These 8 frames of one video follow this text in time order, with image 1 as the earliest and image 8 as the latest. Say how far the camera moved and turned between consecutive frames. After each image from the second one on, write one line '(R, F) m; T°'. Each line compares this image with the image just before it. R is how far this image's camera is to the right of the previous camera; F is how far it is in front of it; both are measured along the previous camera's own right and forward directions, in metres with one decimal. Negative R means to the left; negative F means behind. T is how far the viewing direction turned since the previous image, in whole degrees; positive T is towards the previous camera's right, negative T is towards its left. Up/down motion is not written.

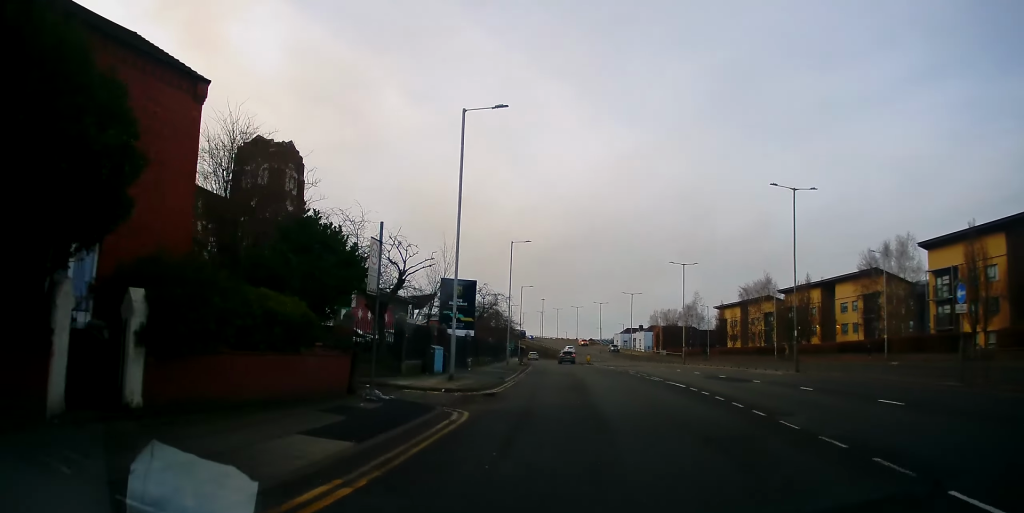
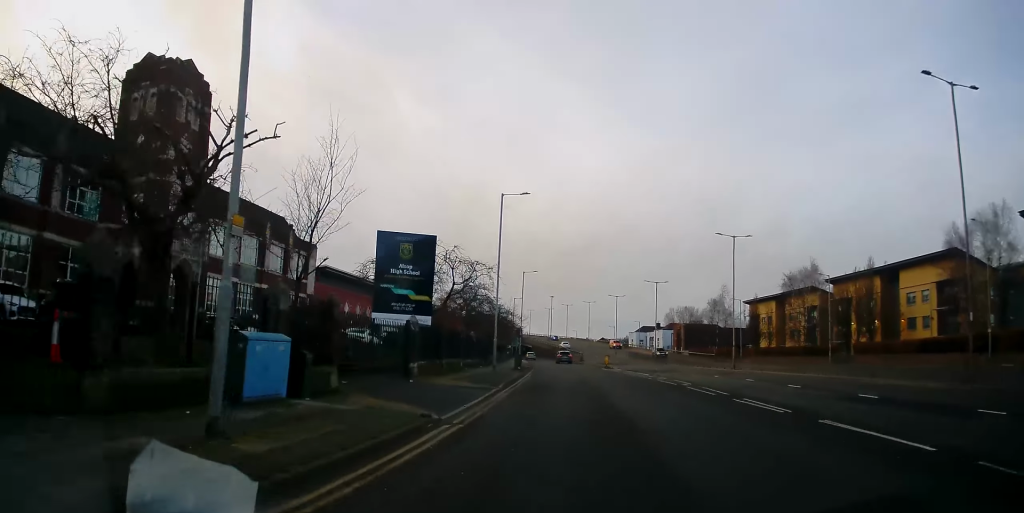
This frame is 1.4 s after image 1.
(-0.9, +15.0) m; -4°
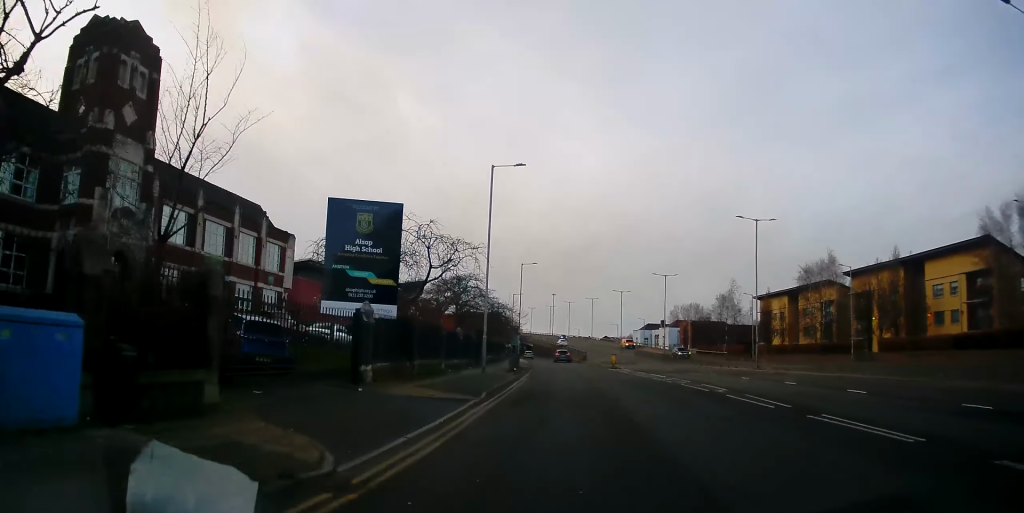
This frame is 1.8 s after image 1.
(0.0, +5.2) m; 0°
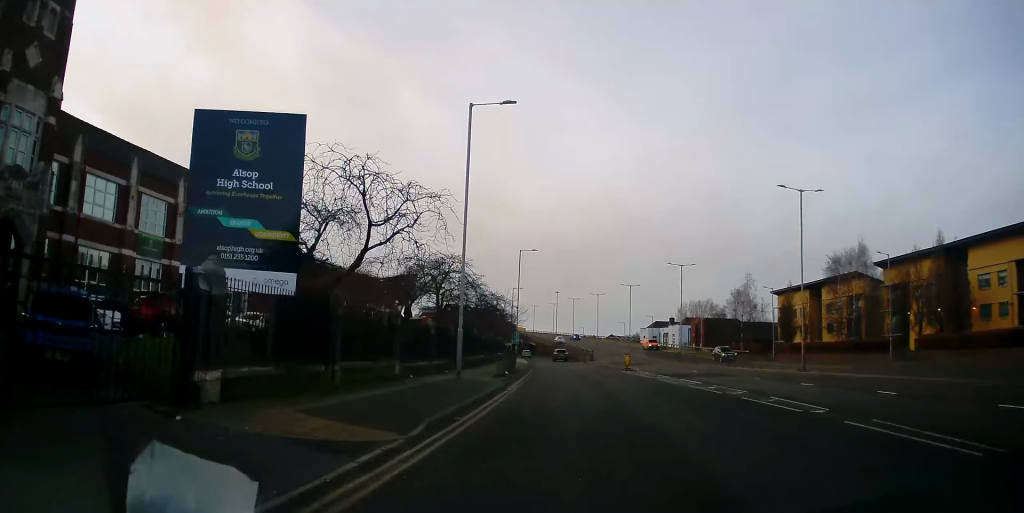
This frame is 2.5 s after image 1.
(+0.2, +7.6) m; +1°
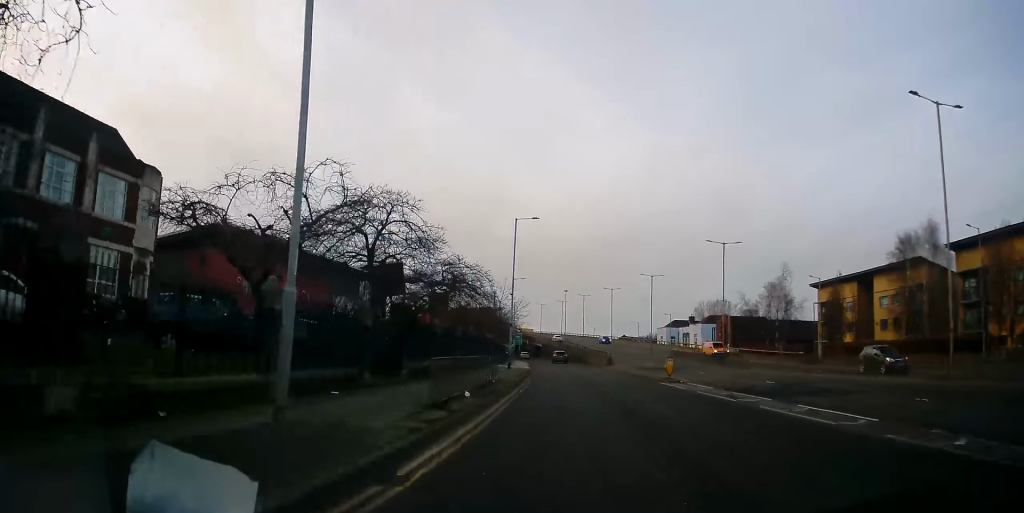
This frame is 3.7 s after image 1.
(0.0, +13.5) m; 0°
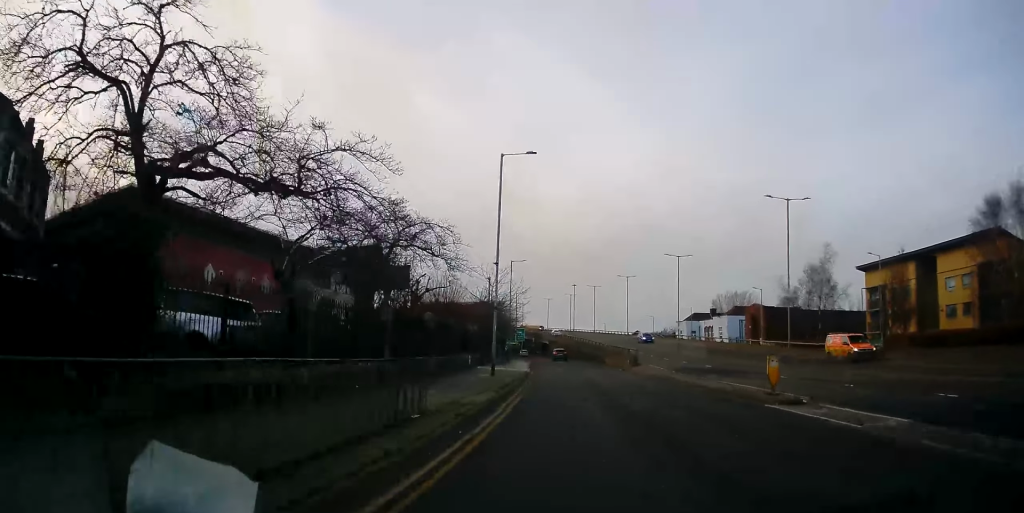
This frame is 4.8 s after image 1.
(-0.1, +13.1) m; -1°
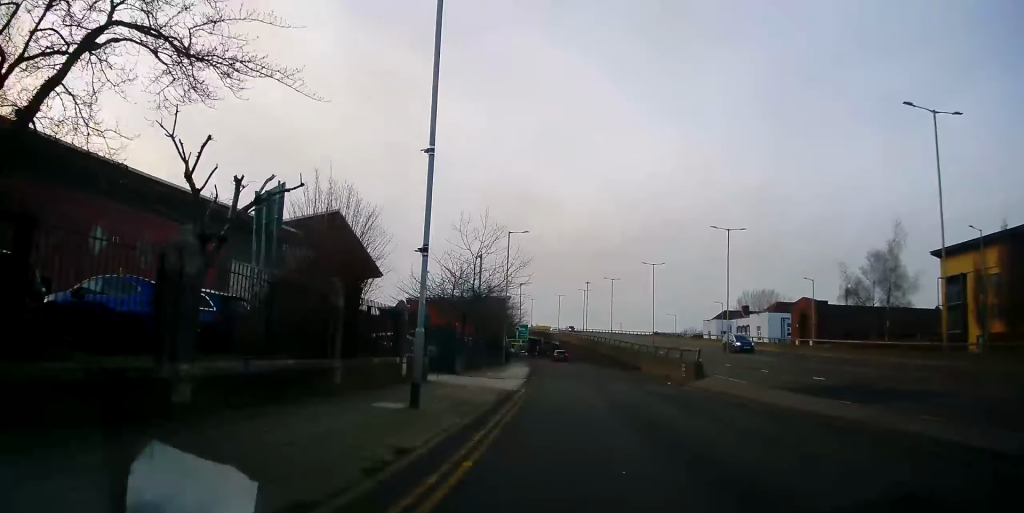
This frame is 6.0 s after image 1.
(-0.4, +15.1) m; -2°
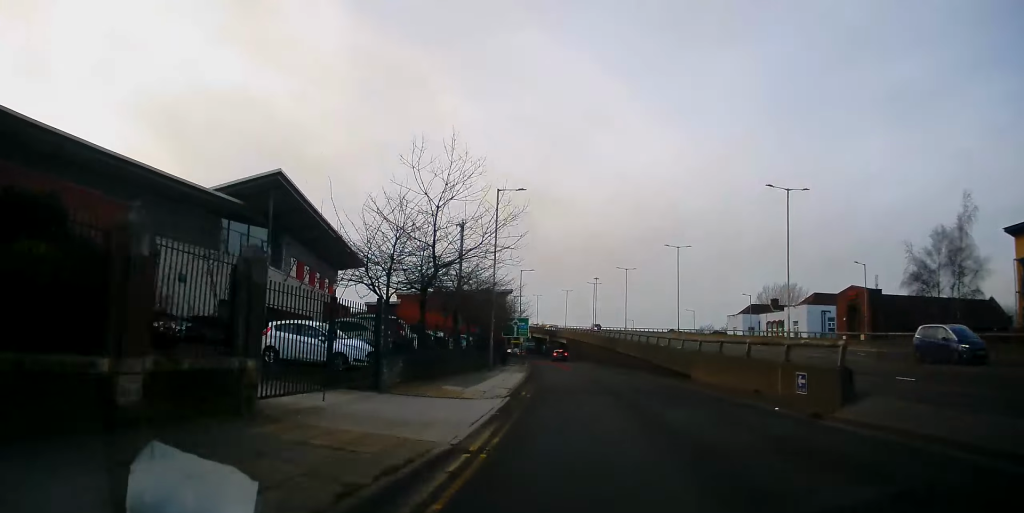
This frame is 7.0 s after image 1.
(-0.1, +12.2) m; 0°
